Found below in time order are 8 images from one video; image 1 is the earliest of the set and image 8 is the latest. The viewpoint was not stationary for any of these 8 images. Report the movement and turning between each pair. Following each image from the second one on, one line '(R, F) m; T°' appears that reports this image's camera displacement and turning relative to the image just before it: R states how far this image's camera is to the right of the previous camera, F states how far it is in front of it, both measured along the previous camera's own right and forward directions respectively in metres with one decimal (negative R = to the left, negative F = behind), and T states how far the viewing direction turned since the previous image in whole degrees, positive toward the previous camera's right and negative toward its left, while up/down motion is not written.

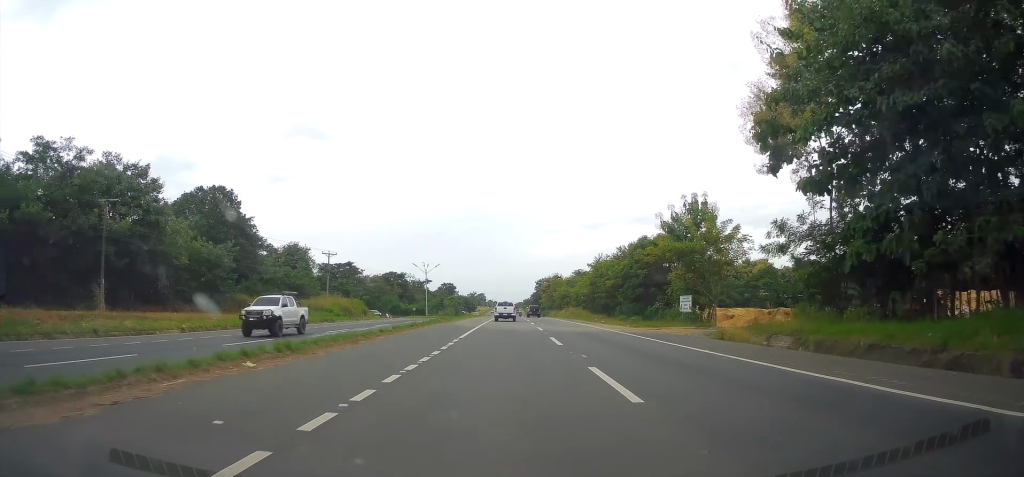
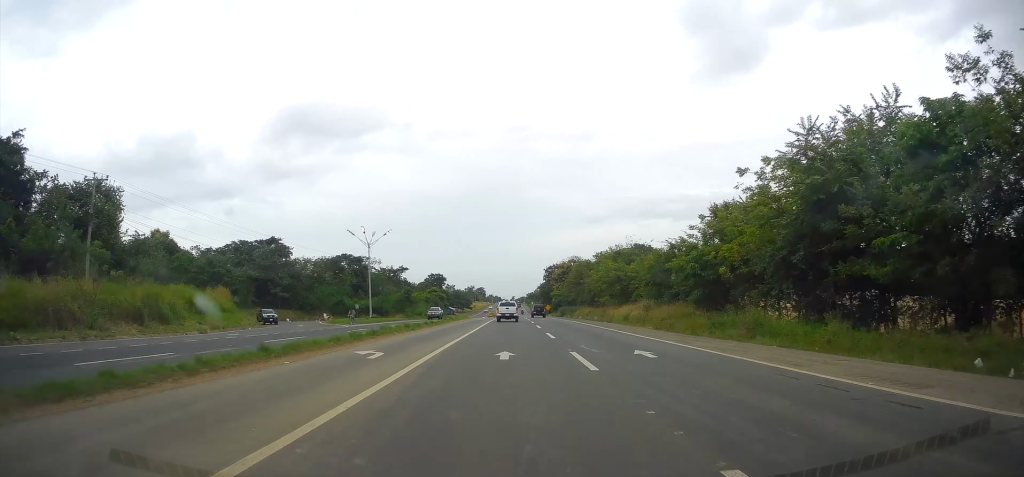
(+0.2, +56.2) m; 0°
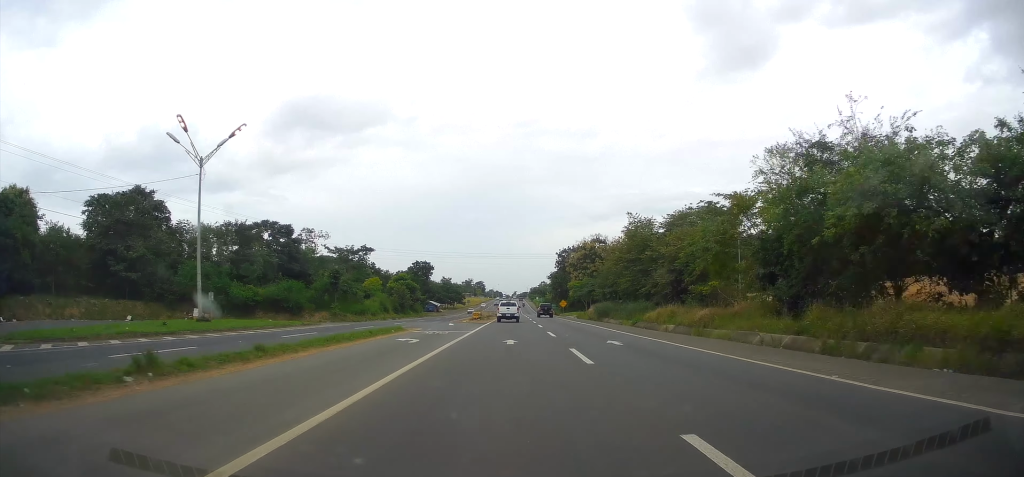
(-0.2, +45.8) m; 0°
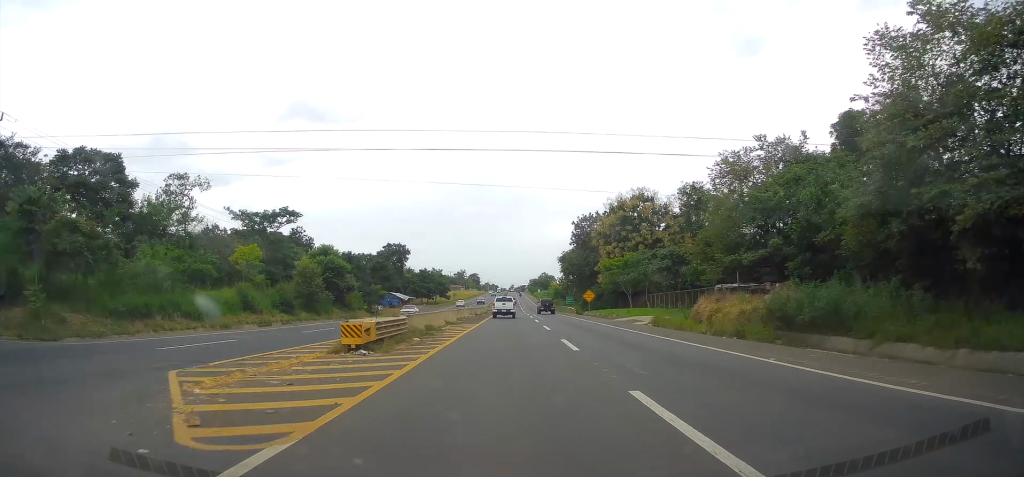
(+0.3, +44.6) m; 0°
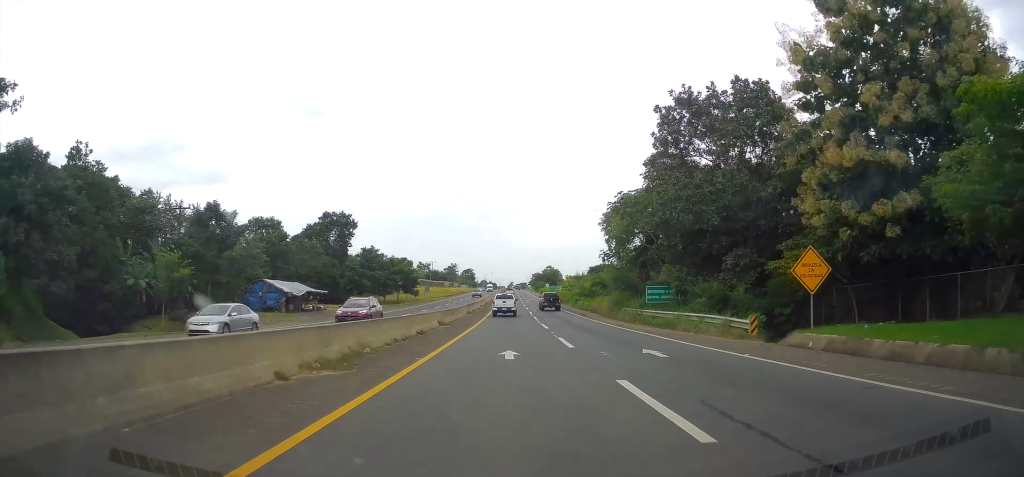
(0.0, +58.4) m; 0°
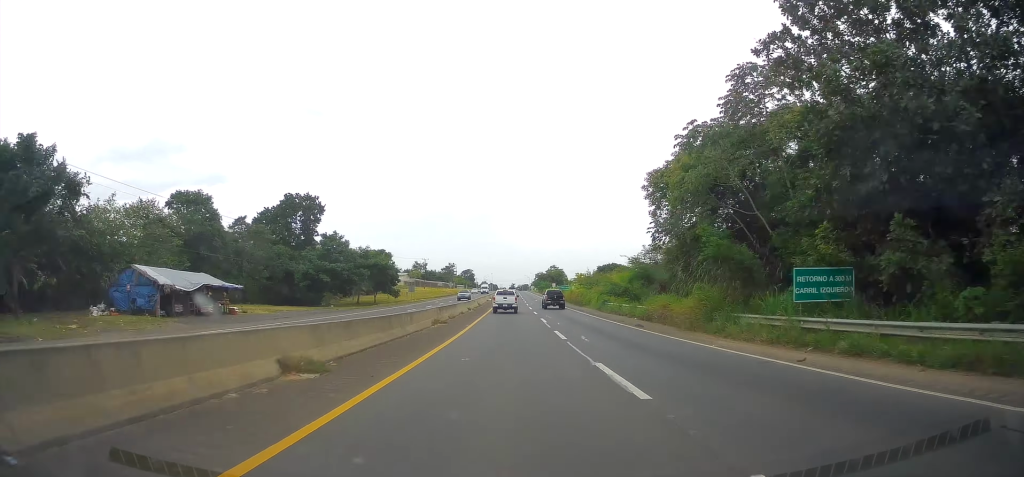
(+0.2, +20.8) m; 0°
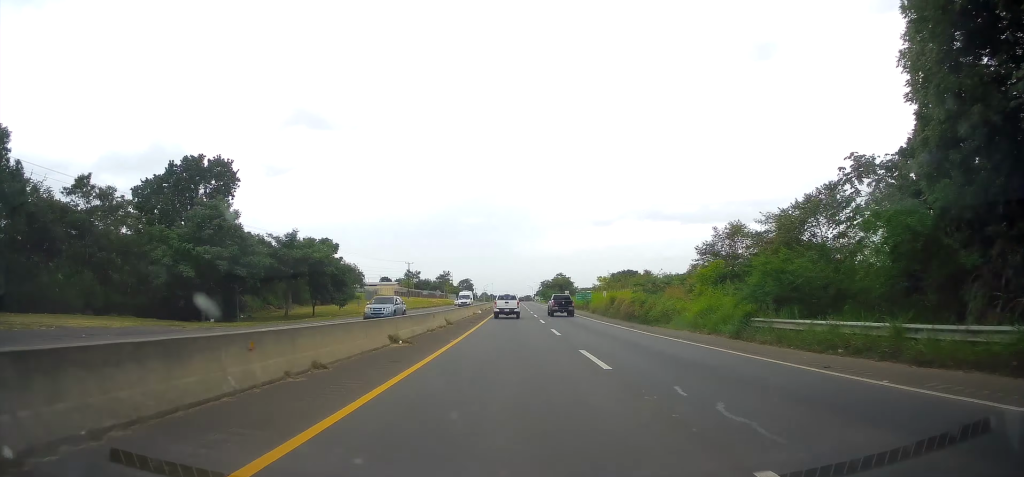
(-0.1, +32.1) m; 0°
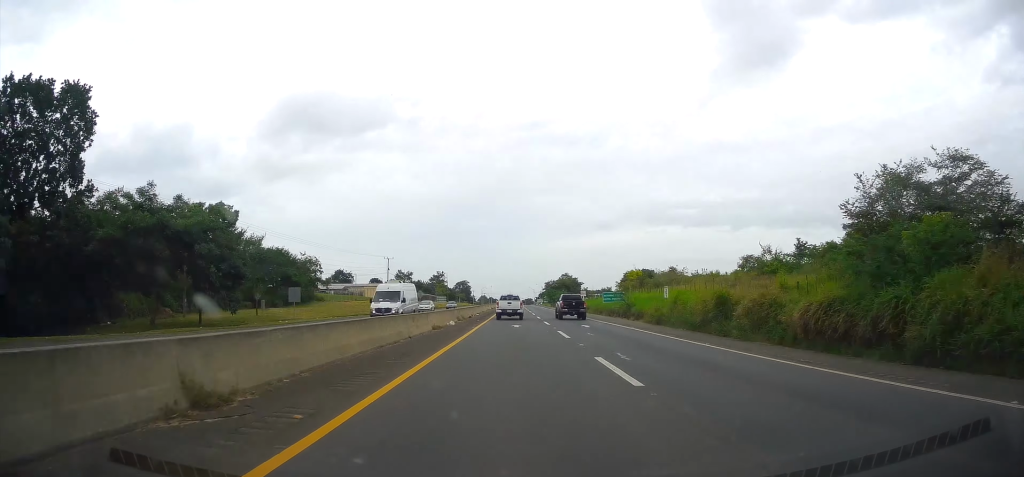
(-0.2, +26.4) m; 0°
